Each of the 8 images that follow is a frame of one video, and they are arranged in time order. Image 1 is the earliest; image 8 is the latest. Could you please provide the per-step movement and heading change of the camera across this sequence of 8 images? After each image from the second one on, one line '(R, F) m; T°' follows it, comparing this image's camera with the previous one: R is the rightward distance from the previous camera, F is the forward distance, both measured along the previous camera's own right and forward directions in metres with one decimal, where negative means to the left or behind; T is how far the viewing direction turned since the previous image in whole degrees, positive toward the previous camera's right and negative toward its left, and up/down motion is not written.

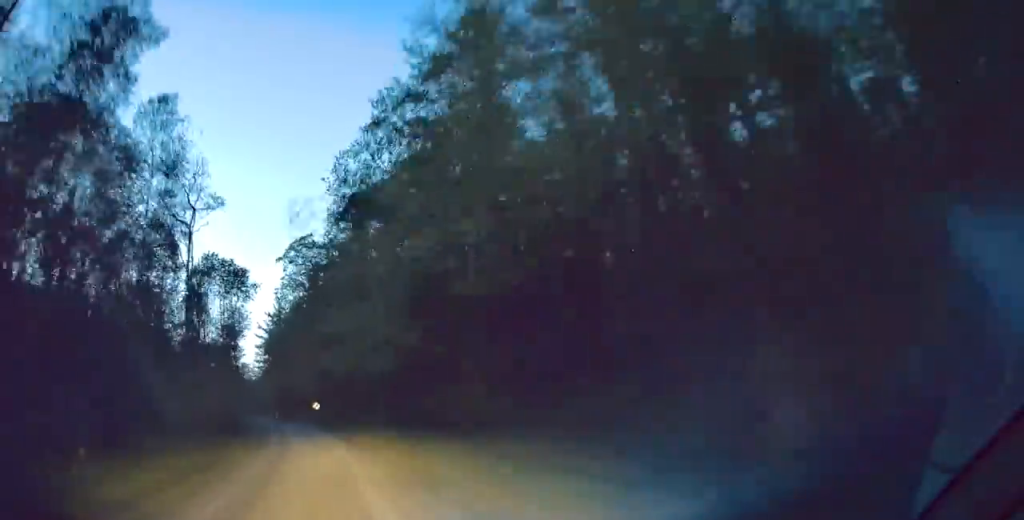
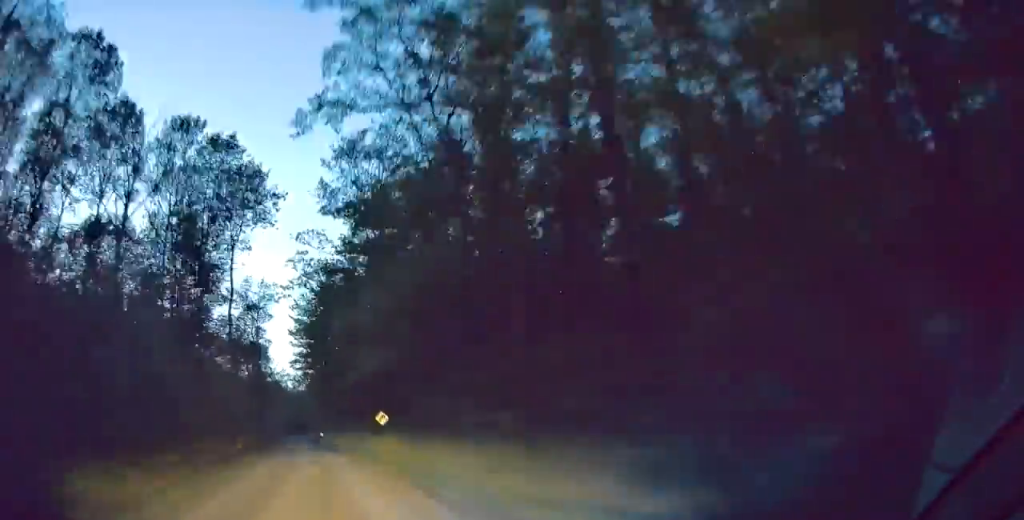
(-1.7, +39.3) m; -6°
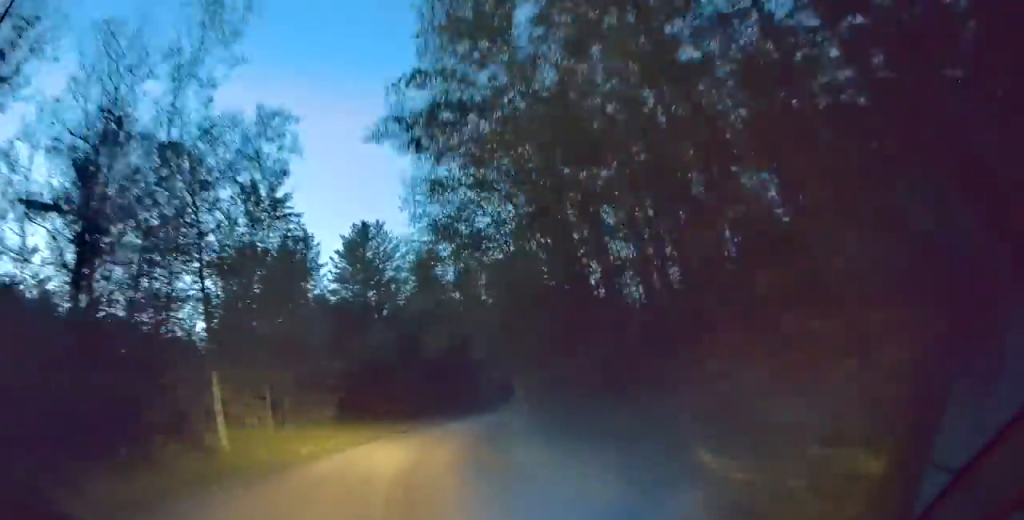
(-7.0, +154.4) m; +19°
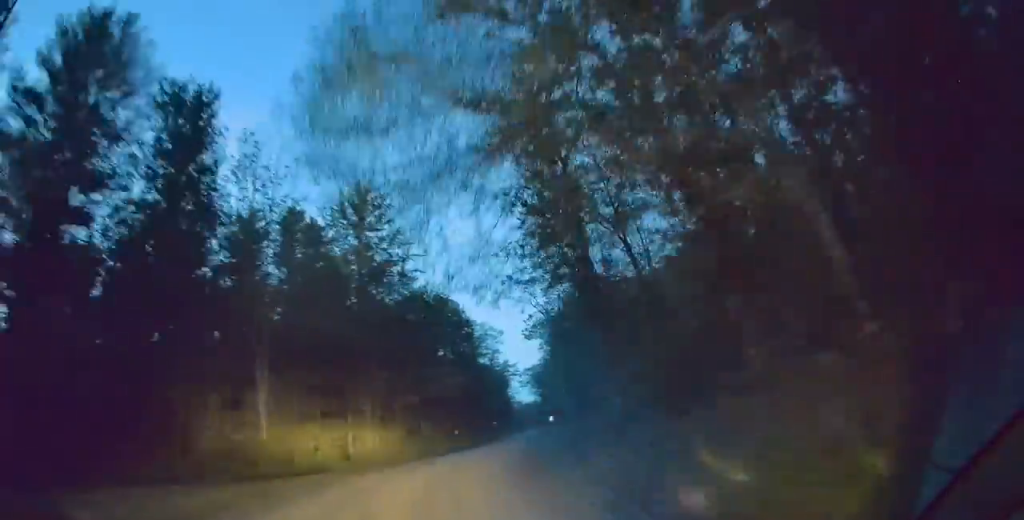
(+7.3, +40.5) m; +20°
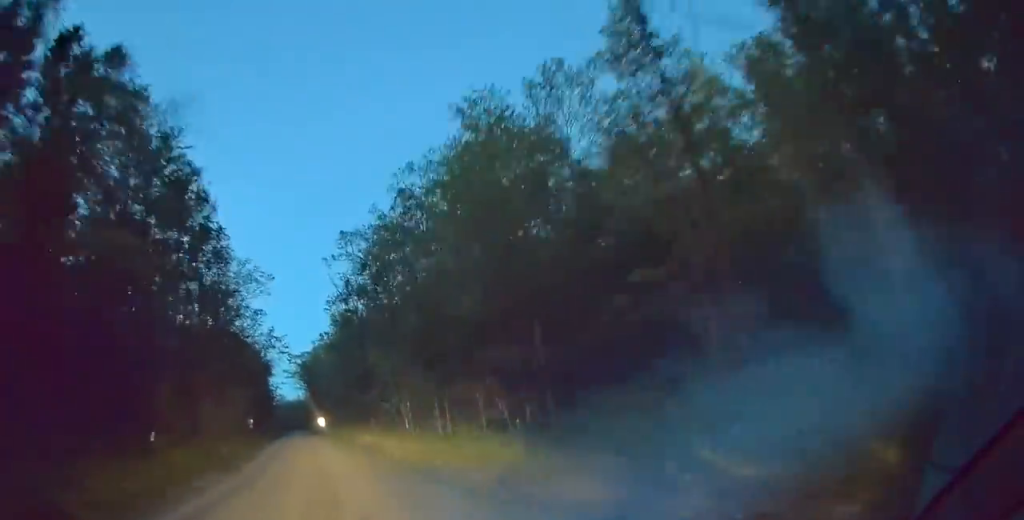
(+8.6, +45.9) m; +13°
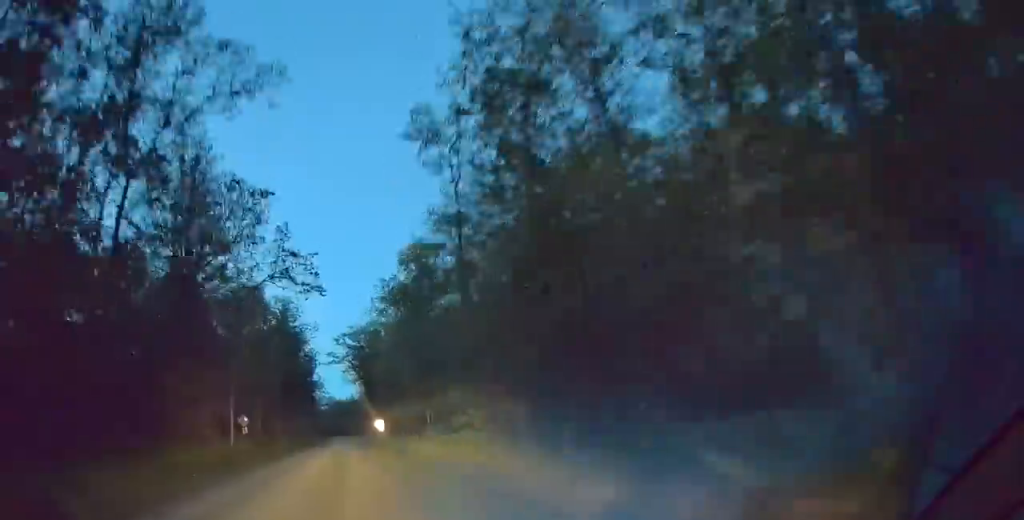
(+2.3, +48.1) m; +1°
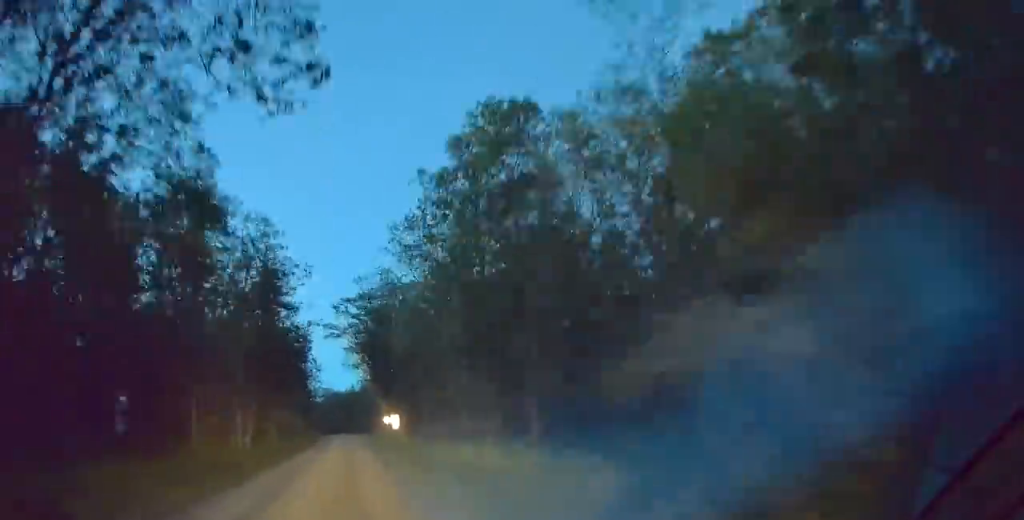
(-0.8, +30.9) m; 0°
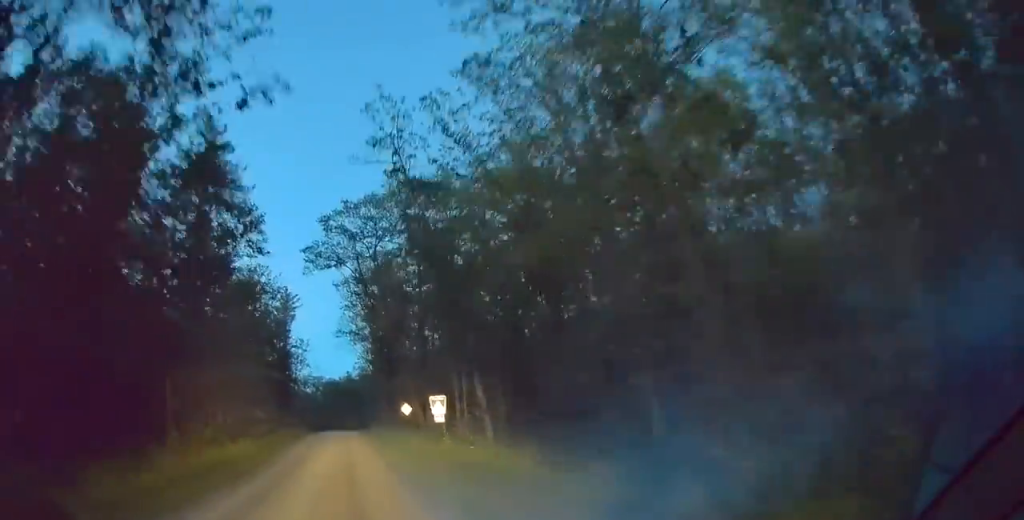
(-0.4, +37.1) m; 0°
